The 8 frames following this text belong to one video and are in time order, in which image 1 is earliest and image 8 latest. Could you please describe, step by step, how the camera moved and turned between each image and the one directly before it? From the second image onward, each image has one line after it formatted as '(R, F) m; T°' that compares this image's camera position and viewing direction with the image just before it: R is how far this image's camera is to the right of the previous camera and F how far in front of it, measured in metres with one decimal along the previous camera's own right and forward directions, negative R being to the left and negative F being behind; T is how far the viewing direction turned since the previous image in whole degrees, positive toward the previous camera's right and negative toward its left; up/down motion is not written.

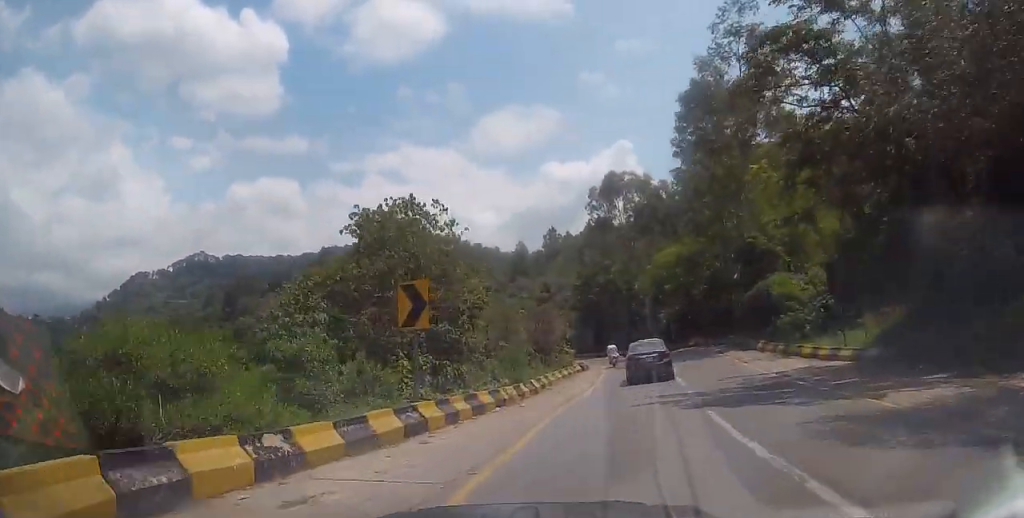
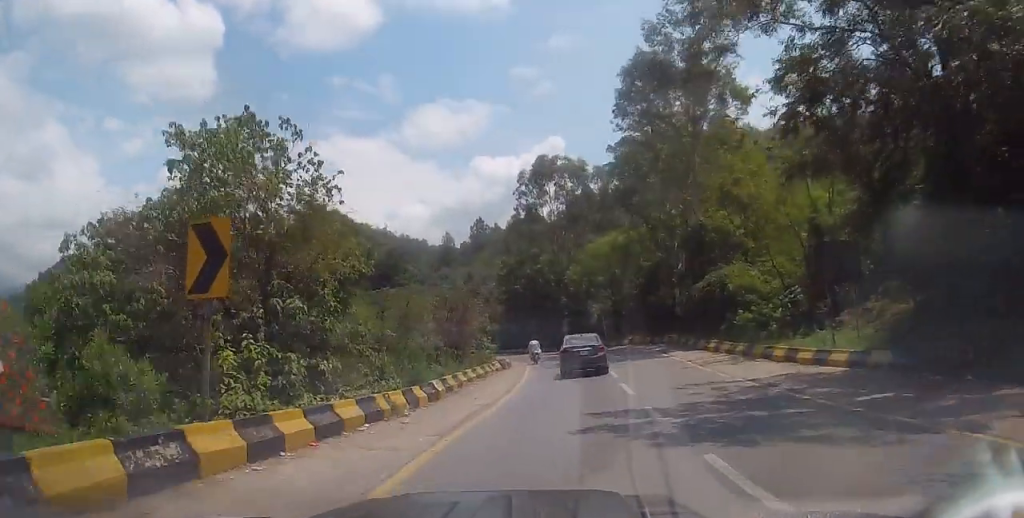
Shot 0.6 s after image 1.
(+0.3, +5.1) m; +6°
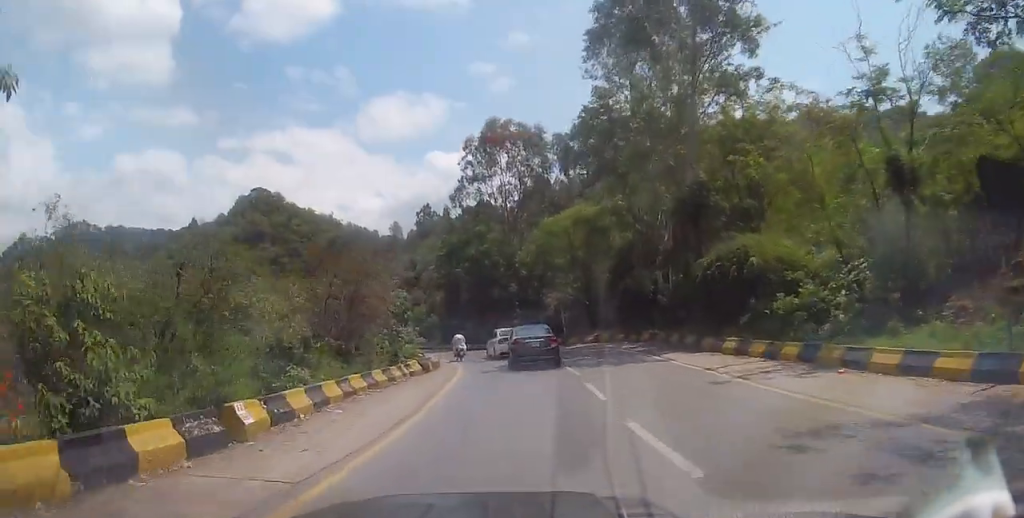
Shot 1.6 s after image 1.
(+0.8, +9.3) m; +3°
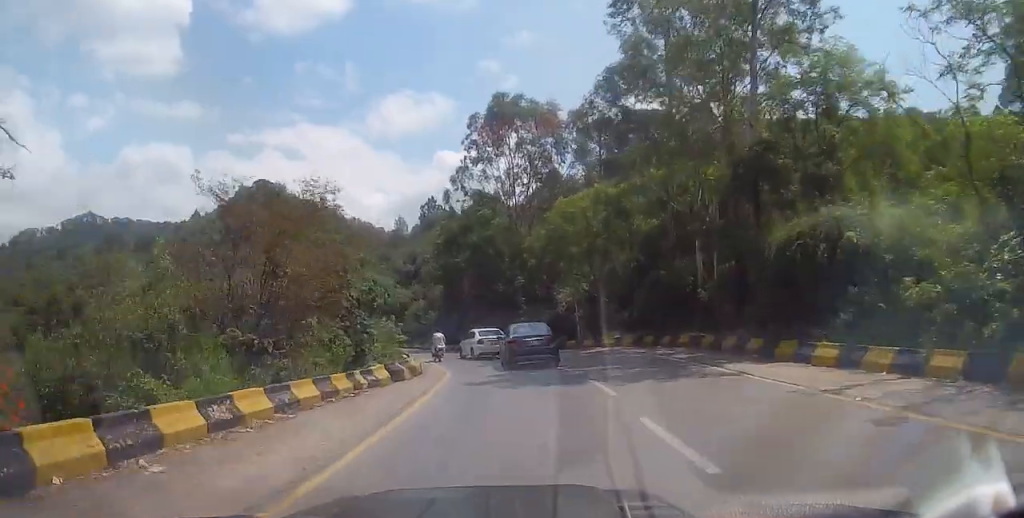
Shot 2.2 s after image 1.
(+0.1, +6.2) m; -4°
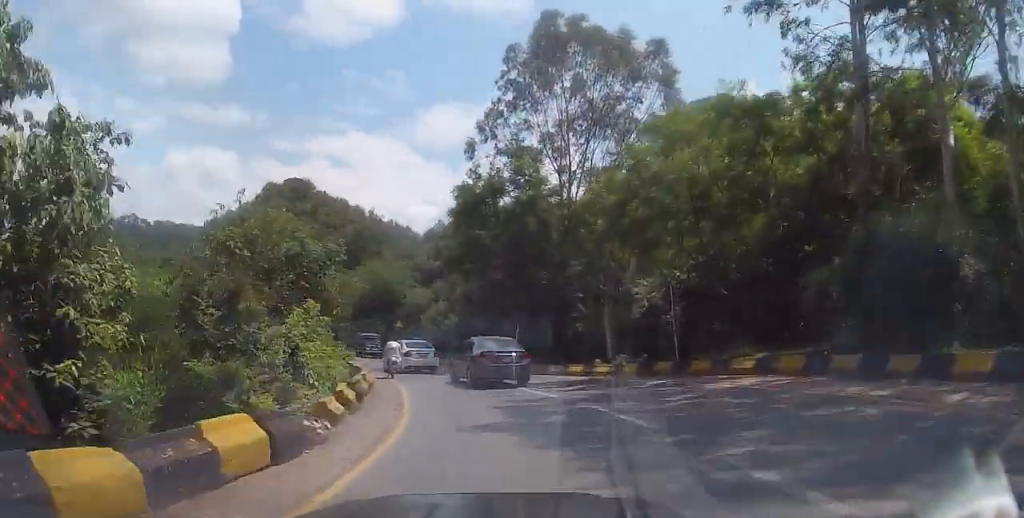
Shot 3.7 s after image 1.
(-0.5, +14.6) m; +2°
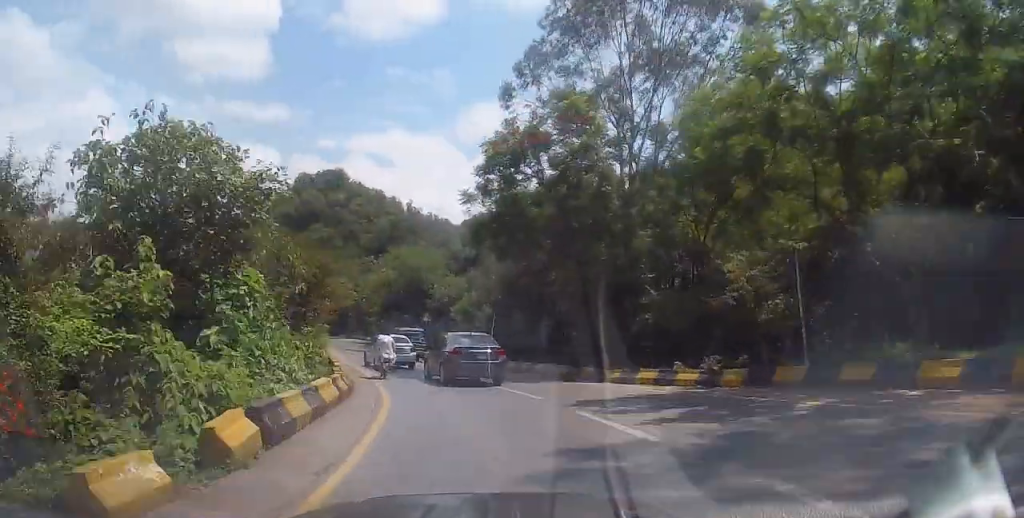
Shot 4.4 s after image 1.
(+1.1, +7.1) m; -1°
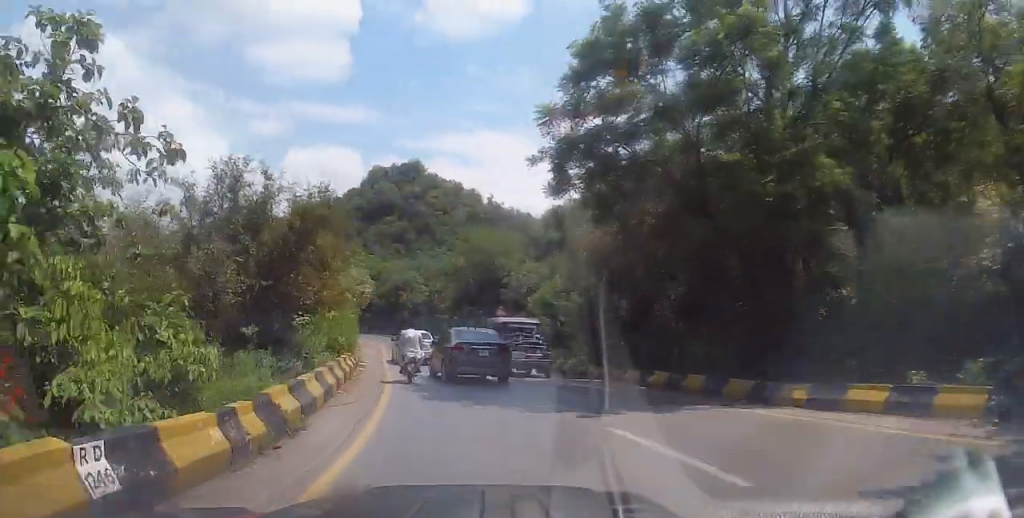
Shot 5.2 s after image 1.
(-1.3, +8.7) m; -10°
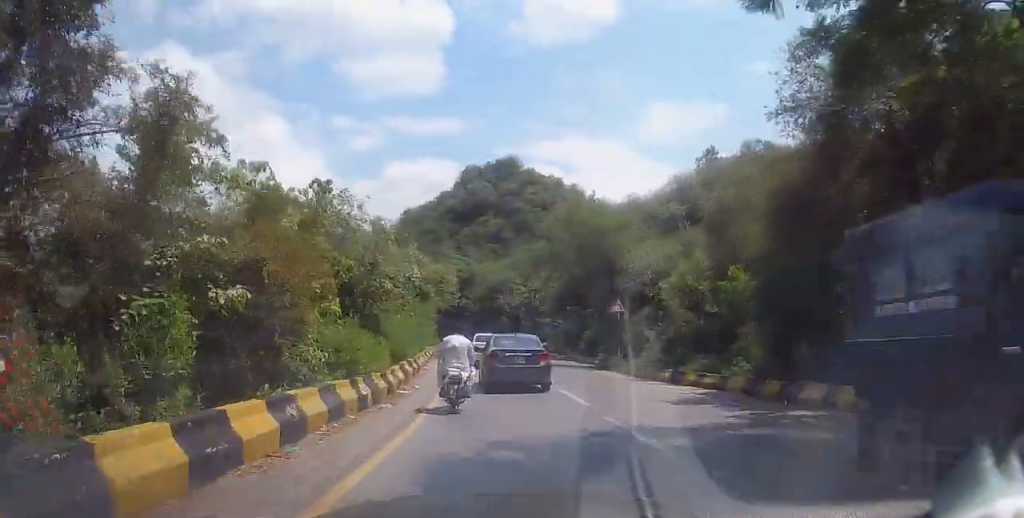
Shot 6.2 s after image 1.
(-0.7, +9.9) m; -8°
